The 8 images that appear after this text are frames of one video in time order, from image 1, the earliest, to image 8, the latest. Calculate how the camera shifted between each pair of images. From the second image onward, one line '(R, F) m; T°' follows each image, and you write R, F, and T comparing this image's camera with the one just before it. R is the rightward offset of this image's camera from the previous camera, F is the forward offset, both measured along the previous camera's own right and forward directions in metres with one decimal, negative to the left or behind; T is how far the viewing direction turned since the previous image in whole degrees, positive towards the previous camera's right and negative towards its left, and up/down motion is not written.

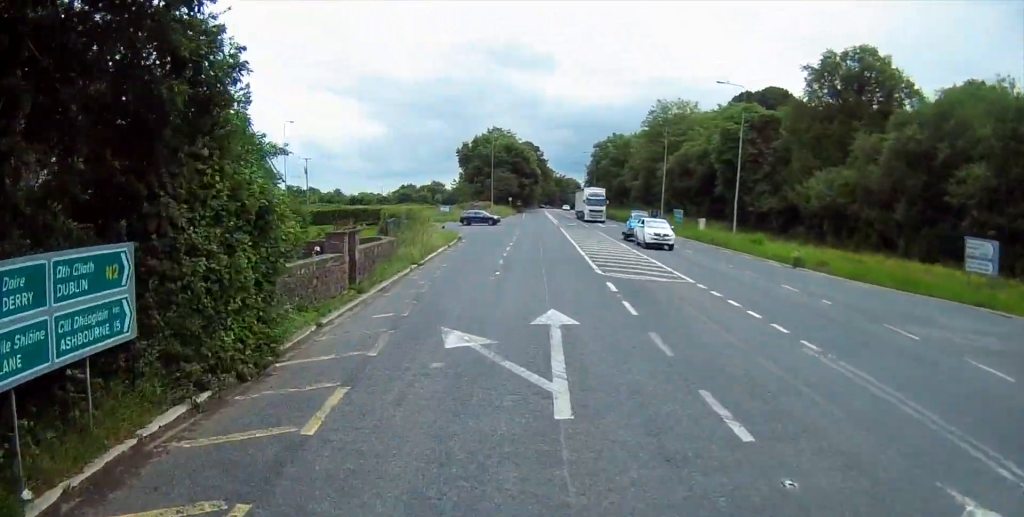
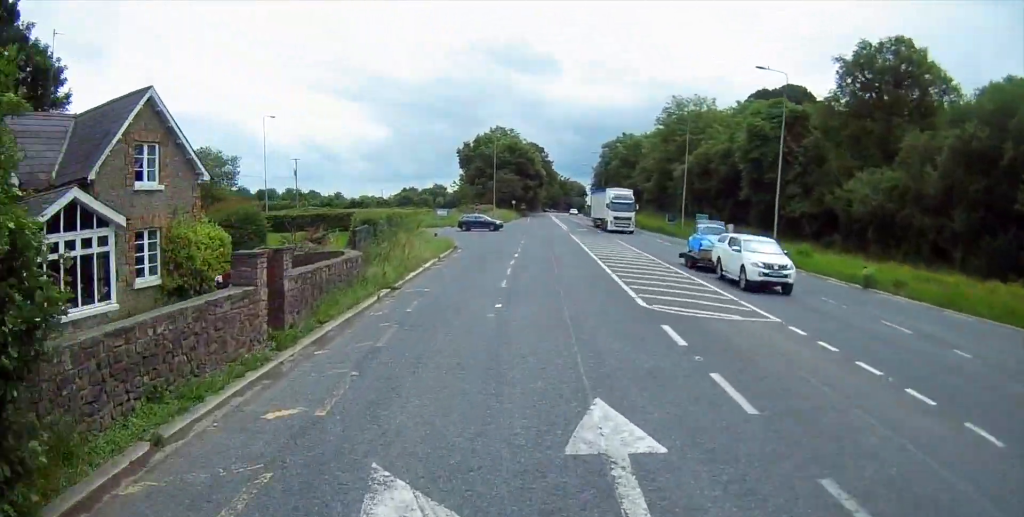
(0.0, +7.3) m; 0°
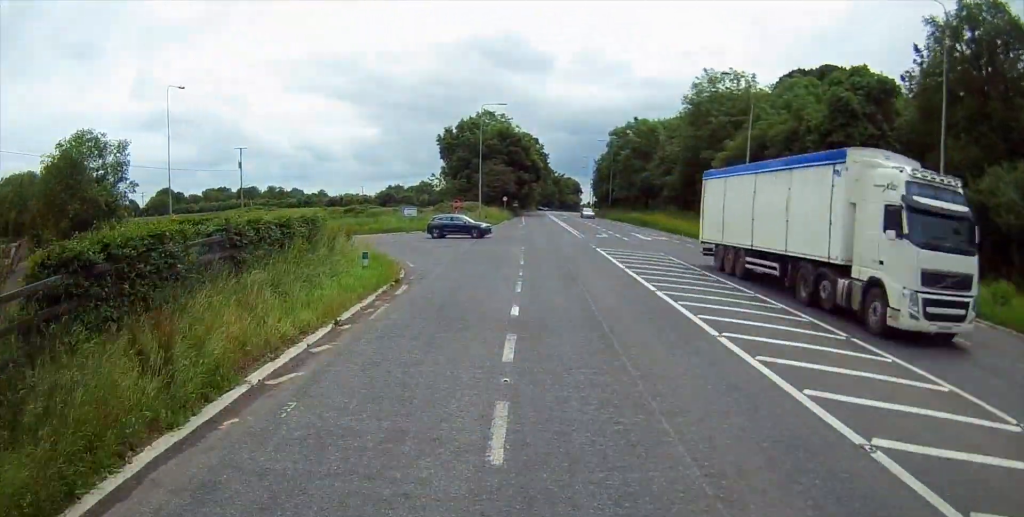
(+0.3, +18.7) m; 0°
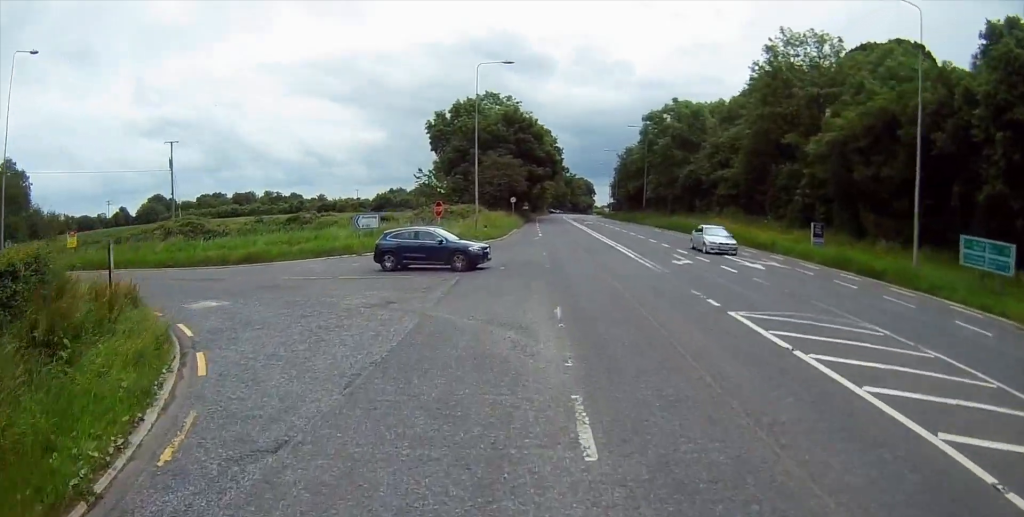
(-0.5, +20.7) m; -3°
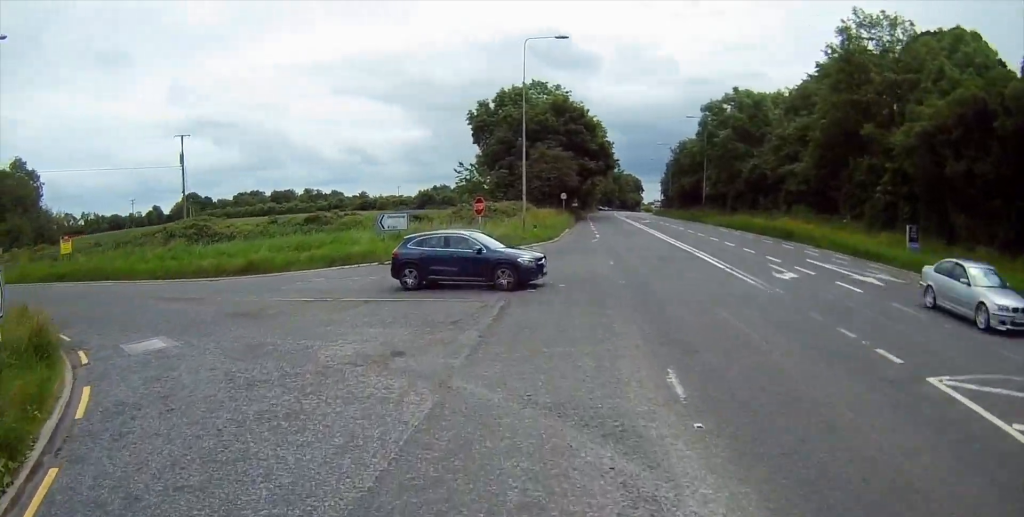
(+0.4, +6.6) m; -3°
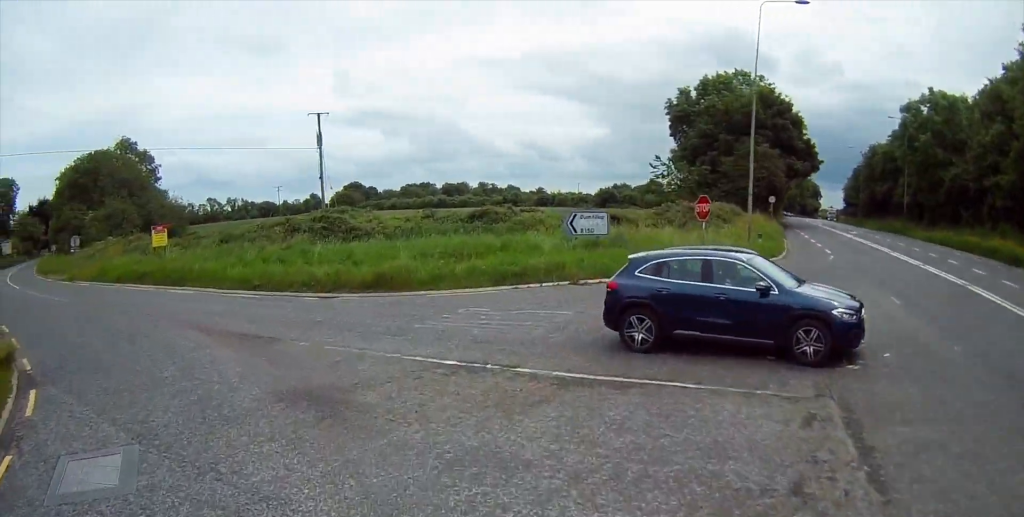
(-1.2, +9.1) m; -18°
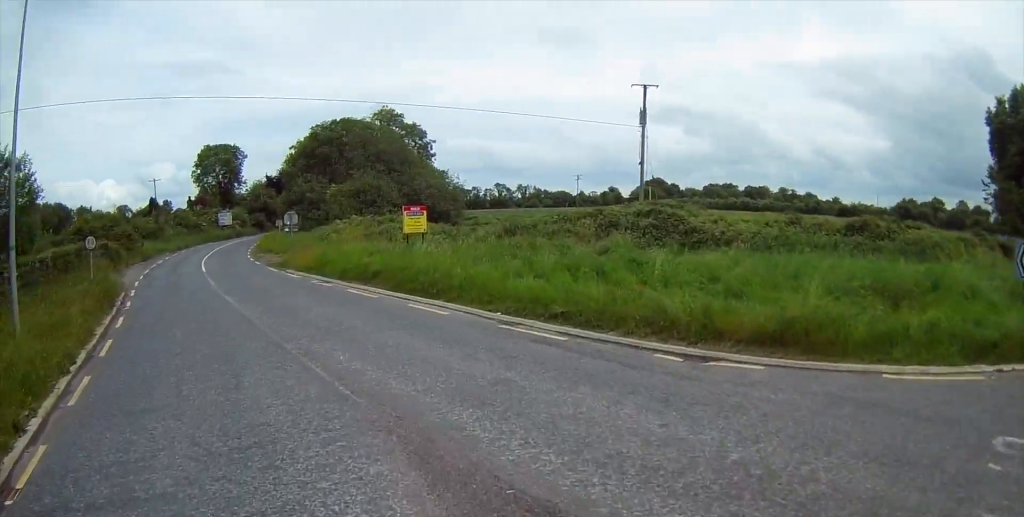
(-2.2, +9.7) m; -28°
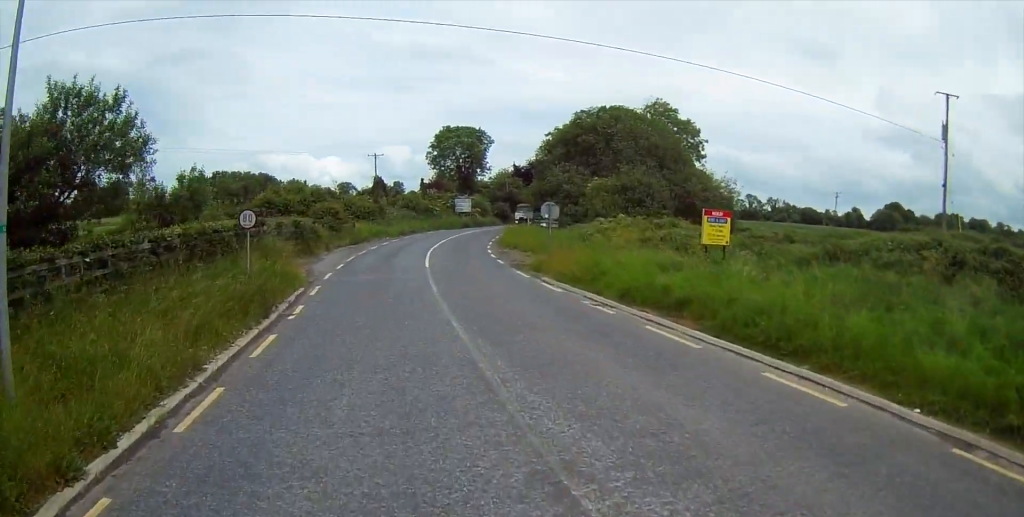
(-1.6, +7.2) m; -20°
